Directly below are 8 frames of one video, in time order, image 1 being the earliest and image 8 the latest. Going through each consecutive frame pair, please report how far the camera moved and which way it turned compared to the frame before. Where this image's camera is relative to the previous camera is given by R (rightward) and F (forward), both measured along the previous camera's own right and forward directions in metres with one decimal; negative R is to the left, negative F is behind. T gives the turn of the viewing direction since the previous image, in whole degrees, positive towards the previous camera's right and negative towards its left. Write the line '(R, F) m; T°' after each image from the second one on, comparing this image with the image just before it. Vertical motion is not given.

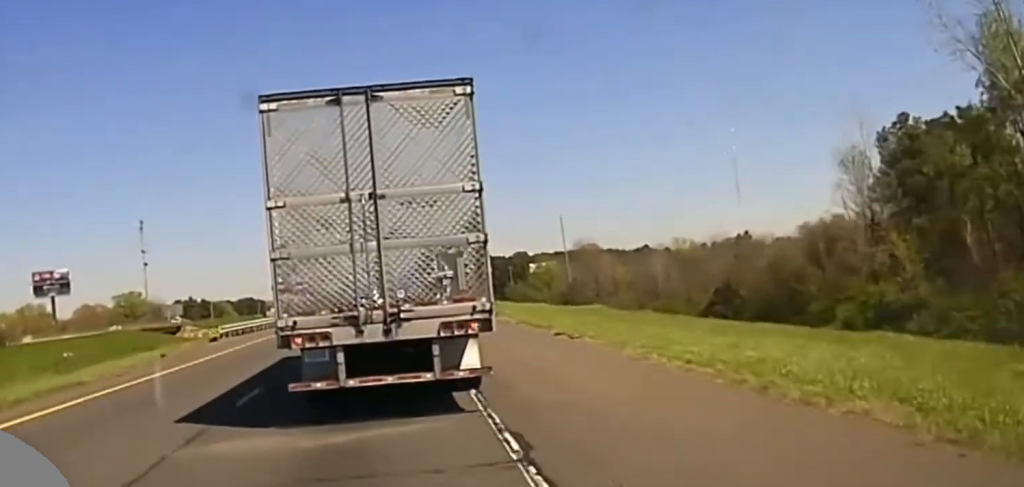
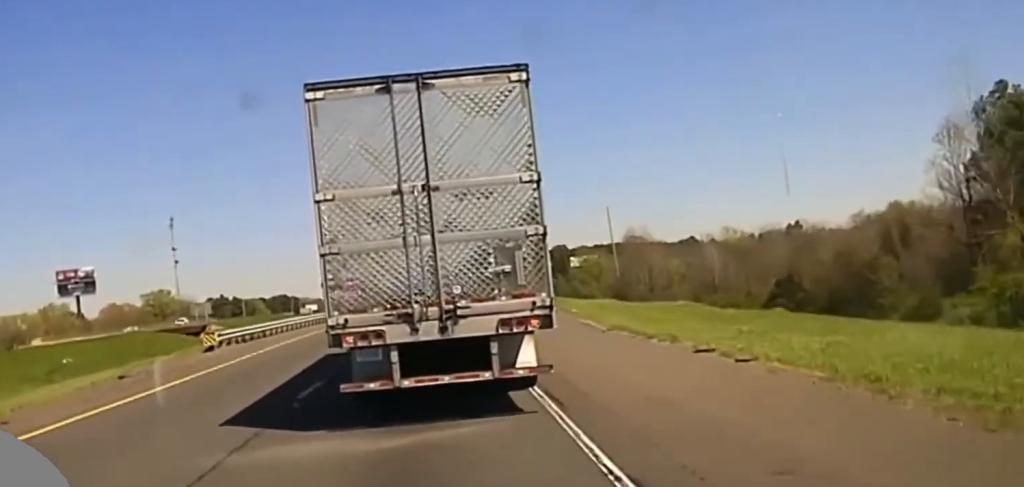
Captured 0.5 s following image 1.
(-0.1, +13.4) m; 0°
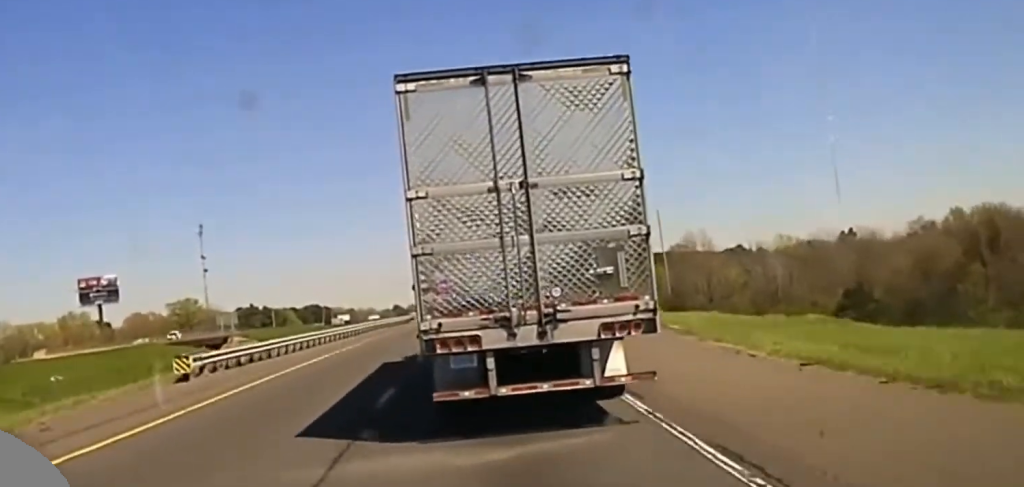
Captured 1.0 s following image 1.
(0.0, +12.2) m; 0°
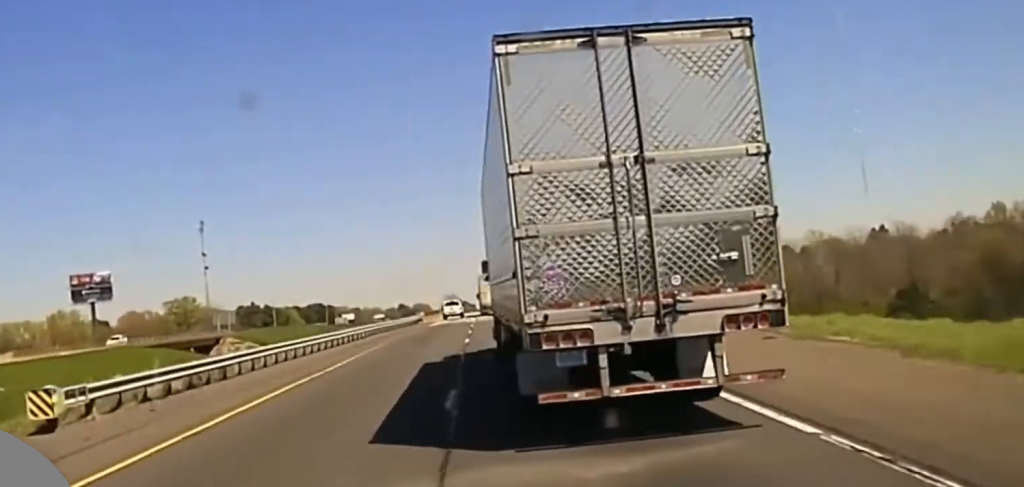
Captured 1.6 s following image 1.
(0.0, +12.9) m; 0°
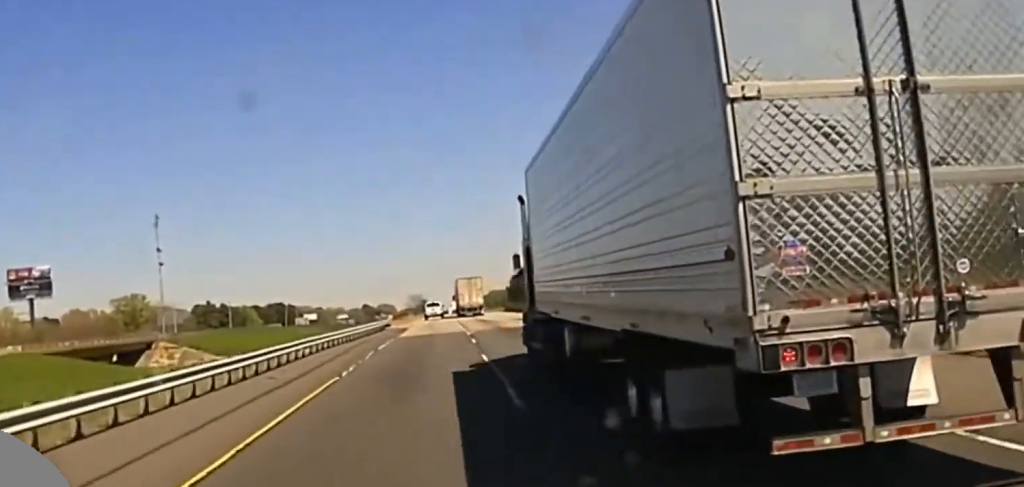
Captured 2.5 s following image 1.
(0.0, +22.4) m; +1°
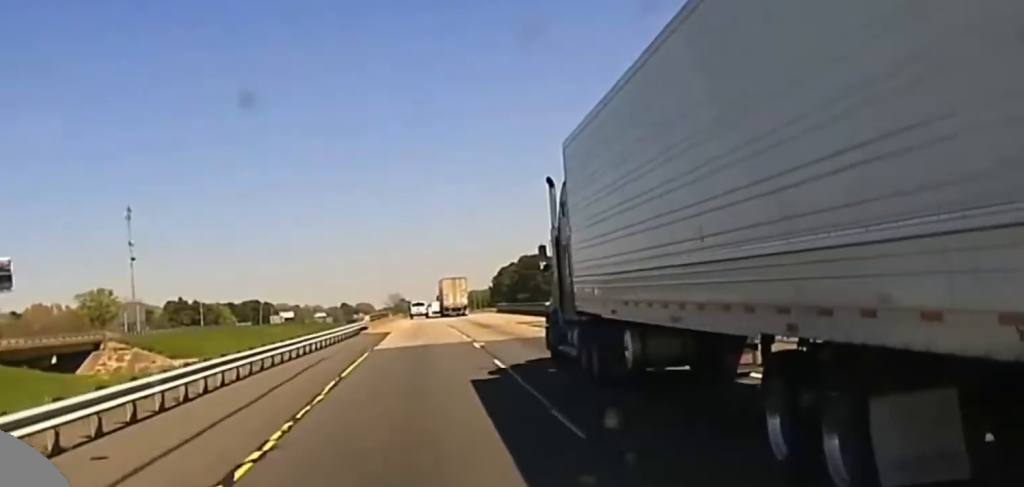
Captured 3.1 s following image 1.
(+0.1, +15.0) m; +1°
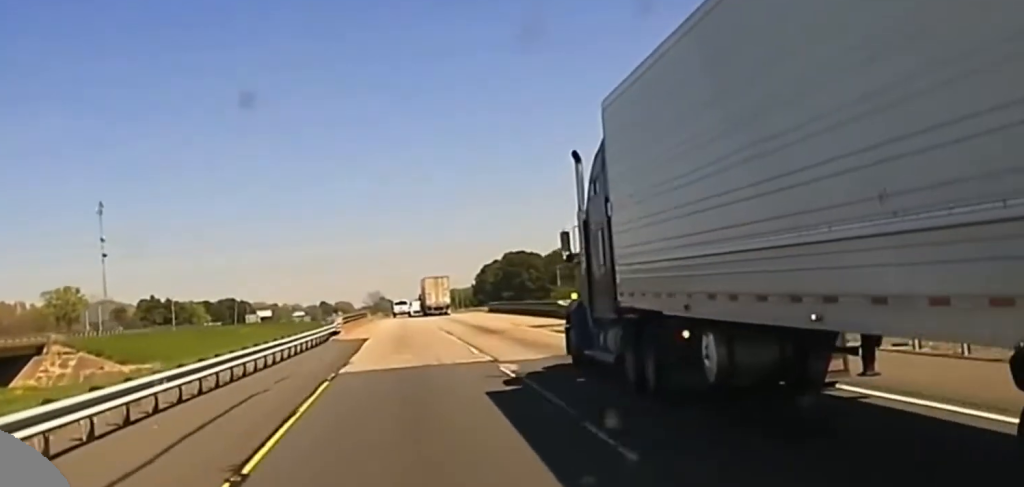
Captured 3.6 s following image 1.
(0.0, +15.6) m; +1°
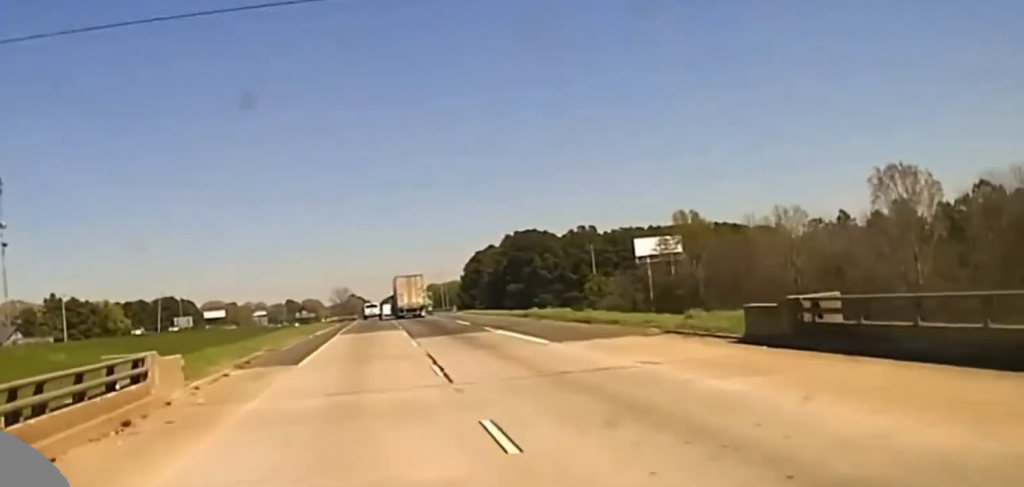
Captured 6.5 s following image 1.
(+2.2, +90.7) m; +2°
